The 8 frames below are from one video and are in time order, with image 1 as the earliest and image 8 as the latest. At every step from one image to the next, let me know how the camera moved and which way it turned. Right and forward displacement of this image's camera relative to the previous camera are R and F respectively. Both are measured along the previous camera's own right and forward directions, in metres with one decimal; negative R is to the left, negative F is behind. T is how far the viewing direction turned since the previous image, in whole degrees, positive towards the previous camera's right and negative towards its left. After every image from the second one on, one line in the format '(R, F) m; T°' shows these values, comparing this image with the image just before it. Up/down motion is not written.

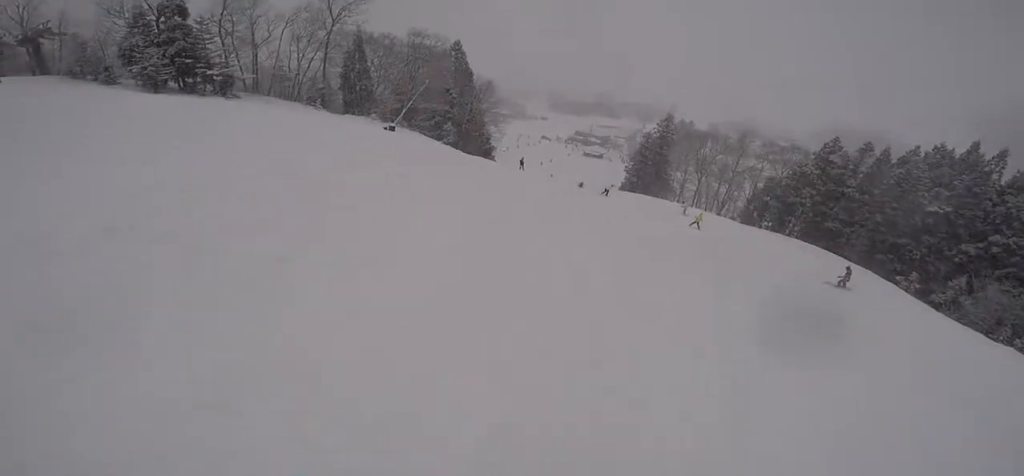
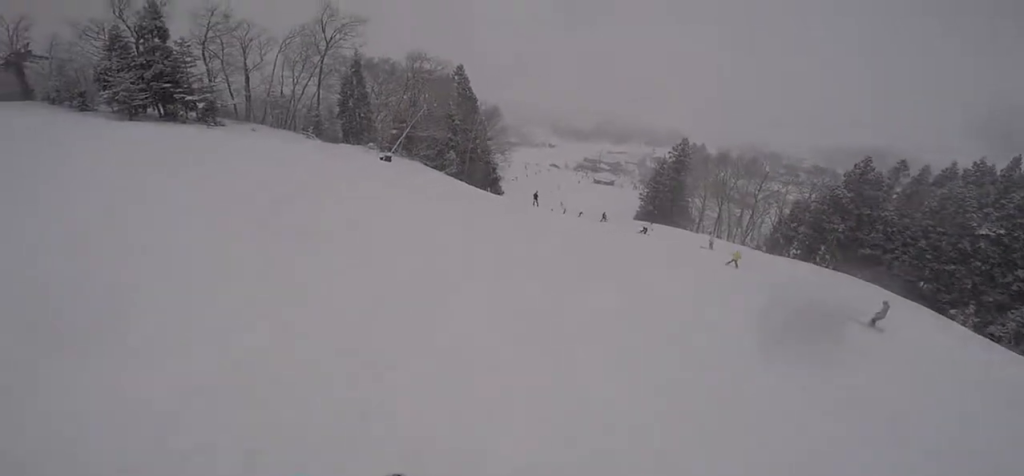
(+0.1, +4.2) m; -9°
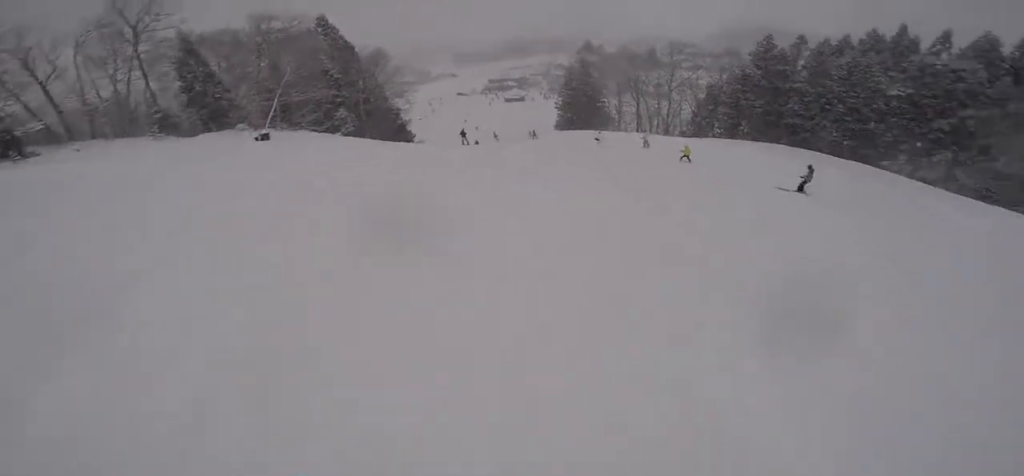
(-1.0, +3.5) m; 0°
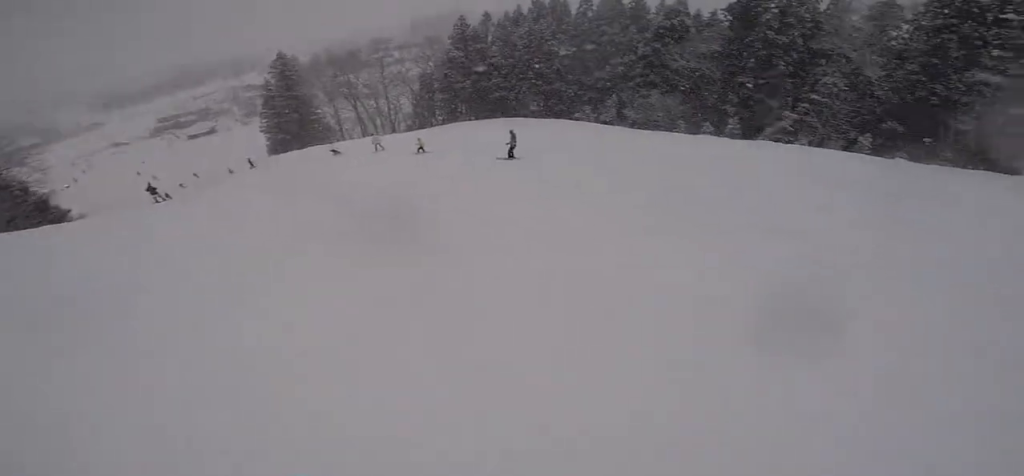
(+0.2, +3.1) m; +17°
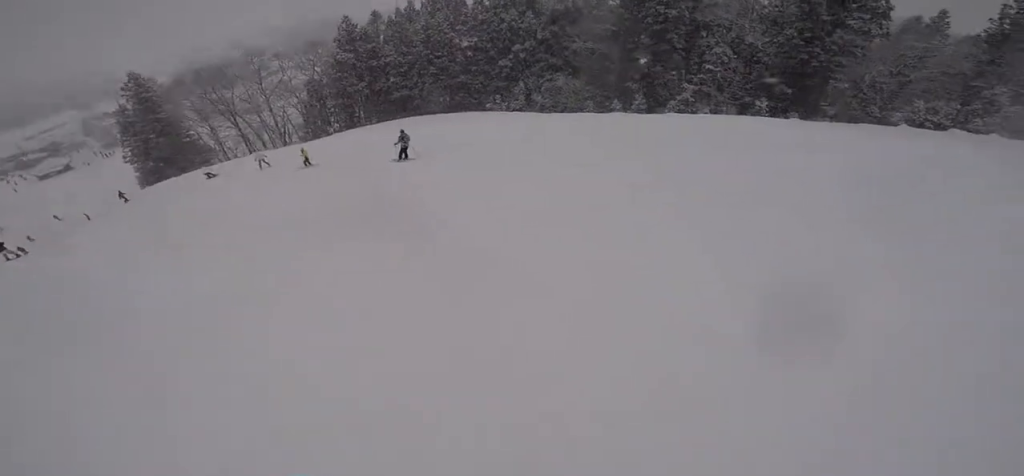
(0.0, +2.1) m; +18°
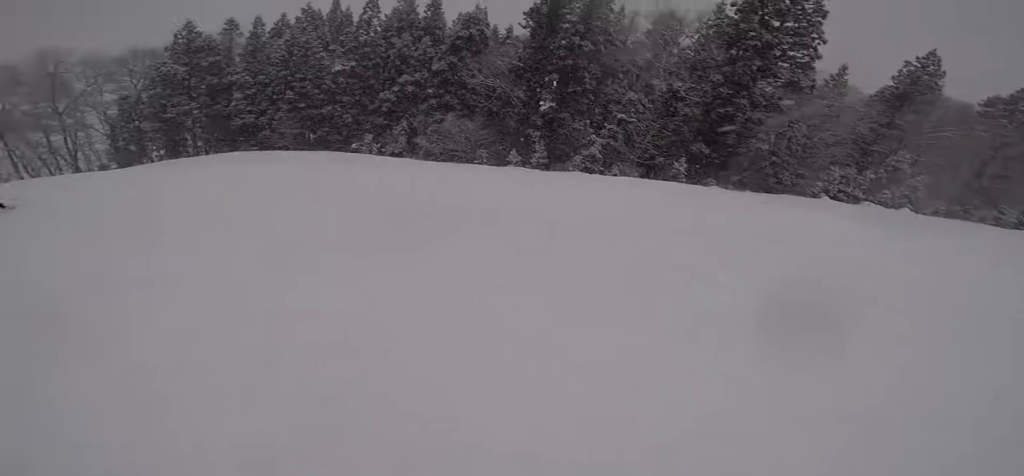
(+5.9, +8.2) m; +31°
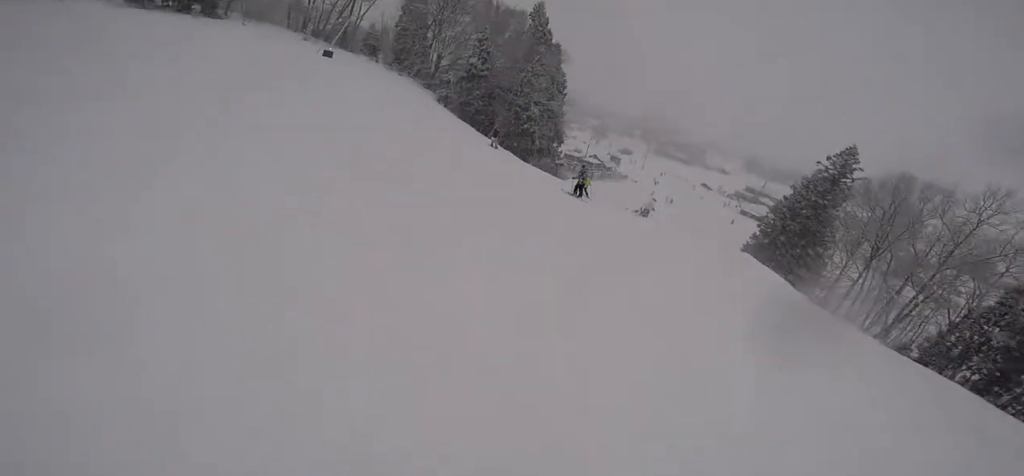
(-8.4, +6.7) m; -95°
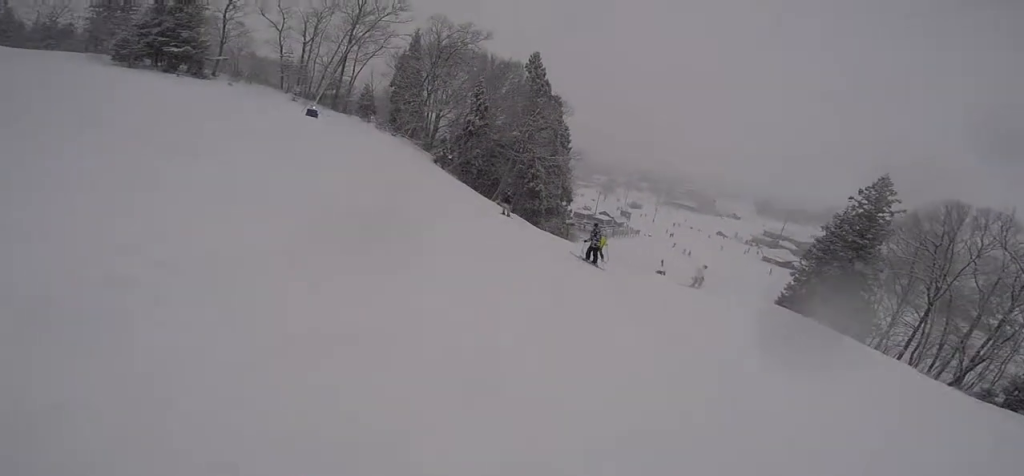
(-0.4, +3.4) m; -10°
